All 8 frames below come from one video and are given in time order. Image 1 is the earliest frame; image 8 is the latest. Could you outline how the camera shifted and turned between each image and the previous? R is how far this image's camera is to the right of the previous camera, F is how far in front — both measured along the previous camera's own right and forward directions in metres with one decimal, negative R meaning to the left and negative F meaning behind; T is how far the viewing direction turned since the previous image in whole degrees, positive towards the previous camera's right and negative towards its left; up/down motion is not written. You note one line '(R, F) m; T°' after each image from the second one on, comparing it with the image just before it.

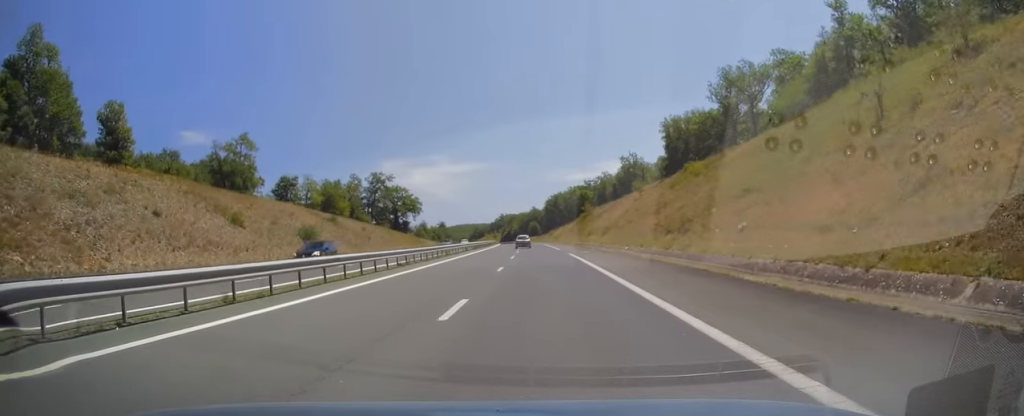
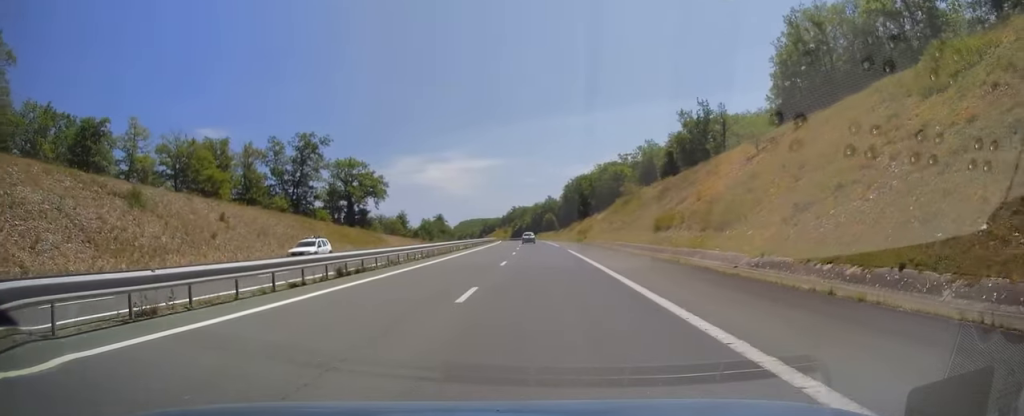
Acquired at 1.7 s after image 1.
(-0.4, +49.9) m; -1°
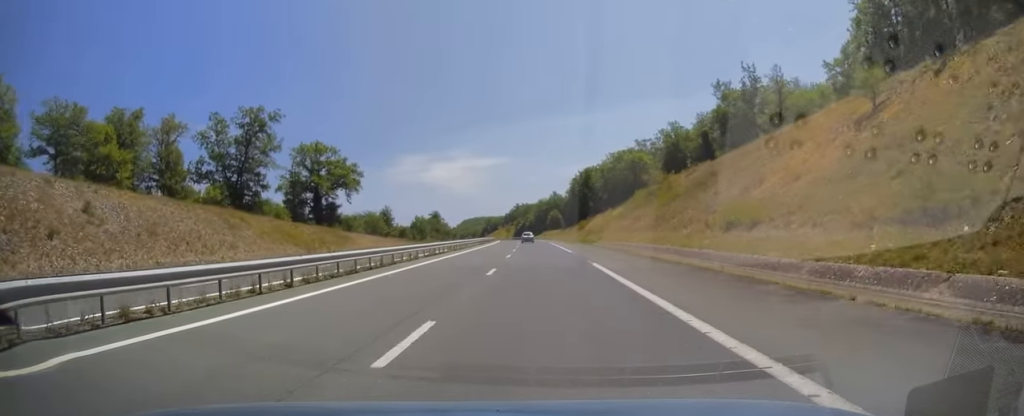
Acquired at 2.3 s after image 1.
(-0.2, +18.8) m; -1°
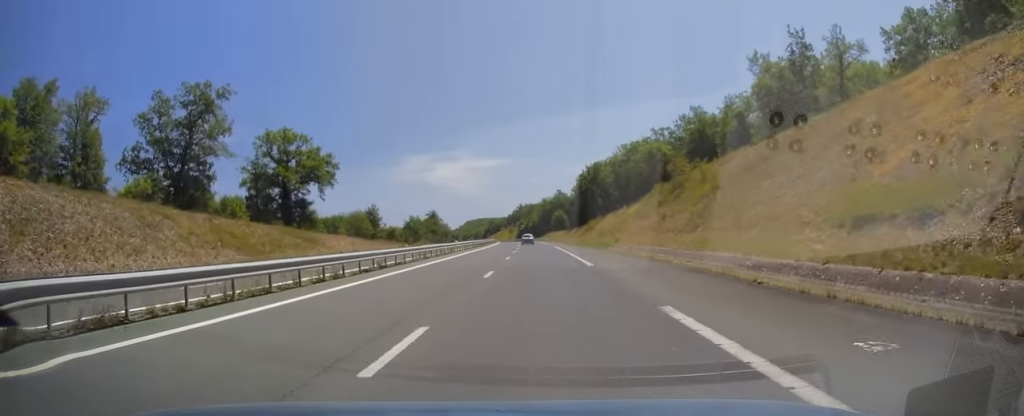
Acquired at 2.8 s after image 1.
(0.0, +13.3) m; 0°
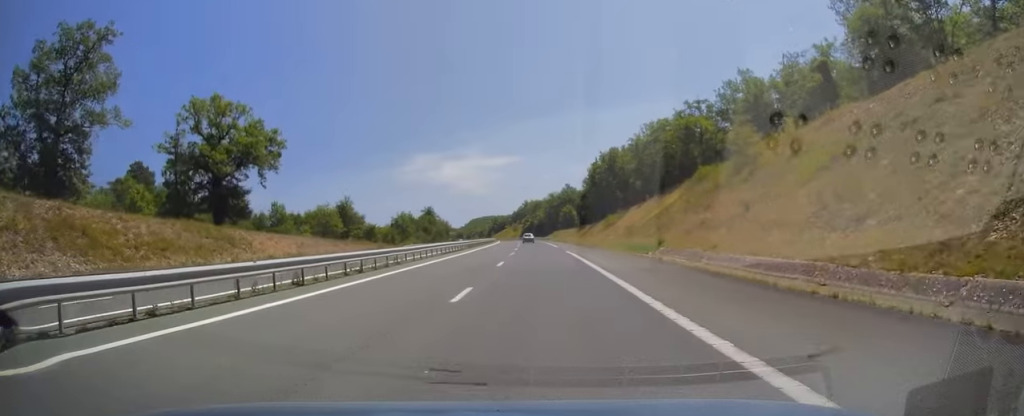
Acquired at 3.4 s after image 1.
(0.0, +19.8) m; 0°
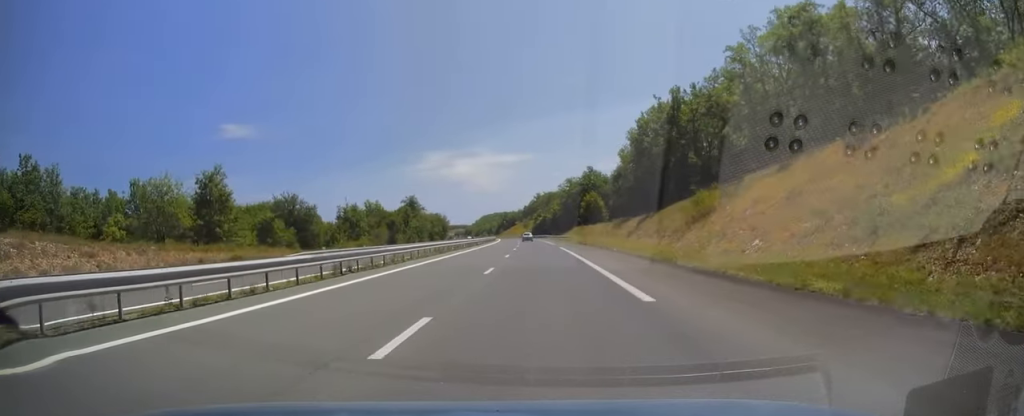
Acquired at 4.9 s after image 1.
(-0.5, +44.5) m; -2°
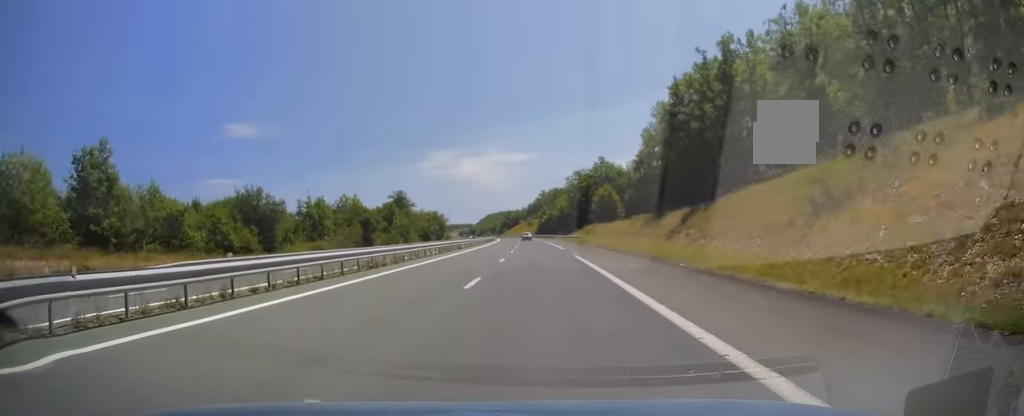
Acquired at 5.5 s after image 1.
(-0.1, +17.8) m; -1°
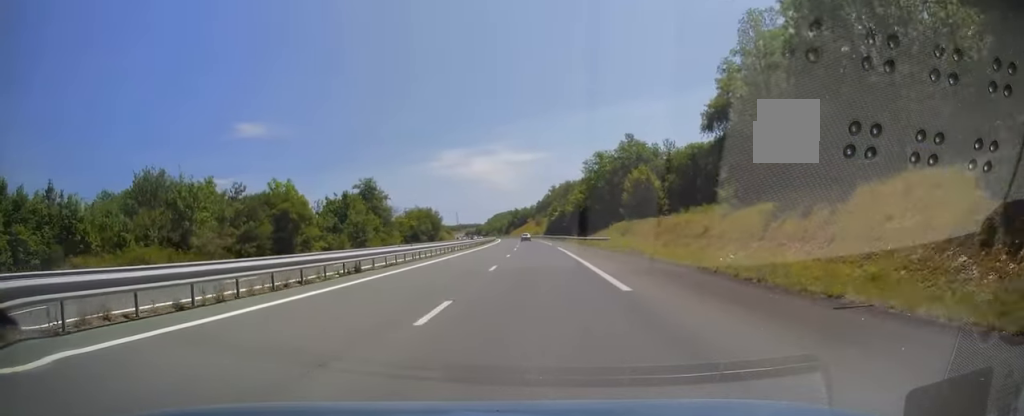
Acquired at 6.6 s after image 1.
(-0.5, +31.6) m; -1°
